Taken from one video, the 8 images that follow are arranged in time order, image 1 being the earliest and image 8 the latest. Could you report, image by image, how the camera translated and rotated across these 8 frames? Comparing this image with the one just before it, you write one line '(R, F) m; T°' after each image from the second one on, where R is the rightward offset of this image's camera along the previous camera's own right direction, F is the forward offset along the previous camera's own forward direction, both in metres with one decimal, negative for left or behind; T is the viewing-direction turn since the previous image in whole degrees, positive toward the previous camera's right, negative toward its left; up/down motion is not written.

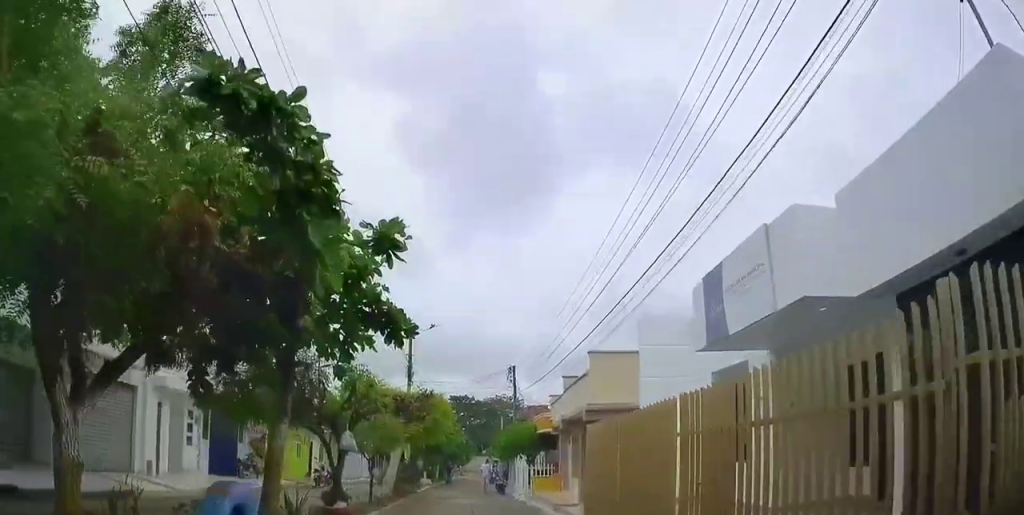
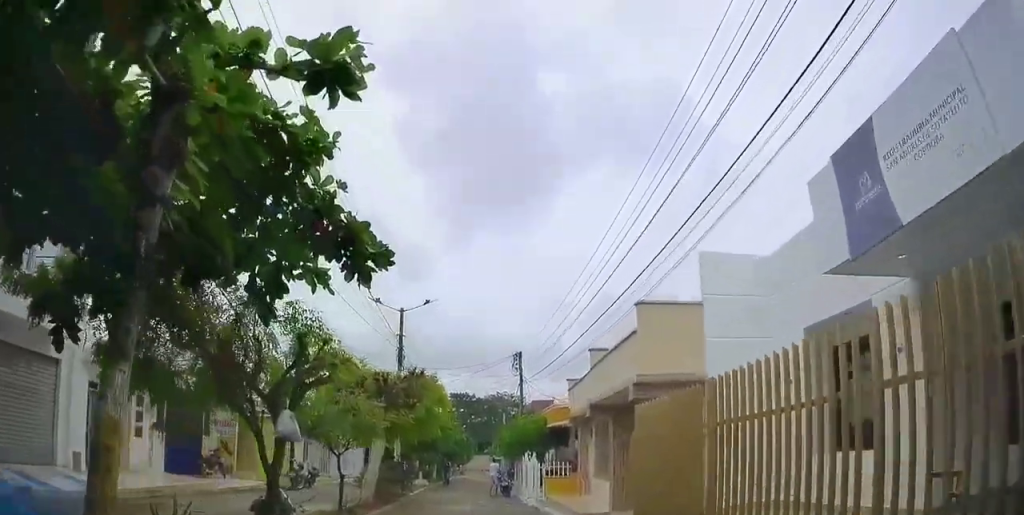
(-0.3, +3.4) m; 0°
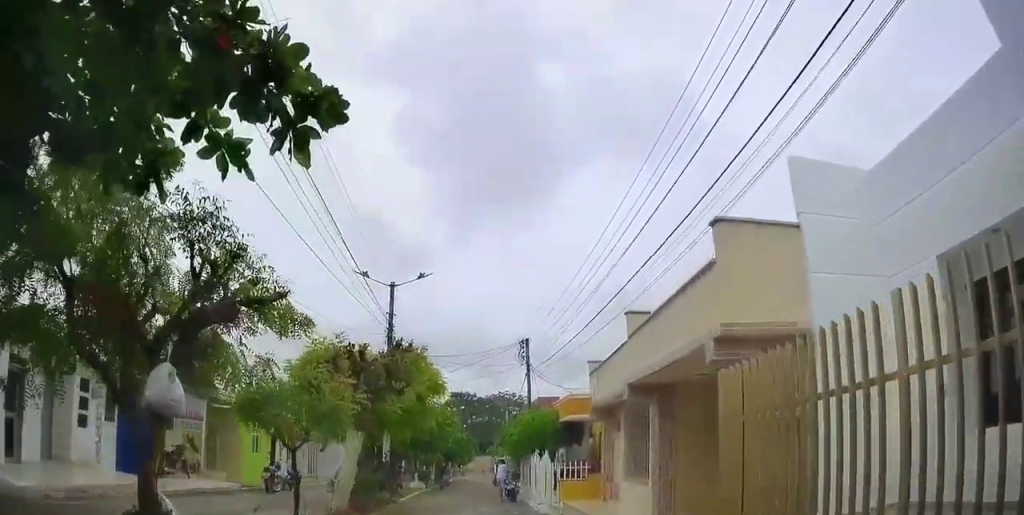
(0.0, +2.9) m; +1°
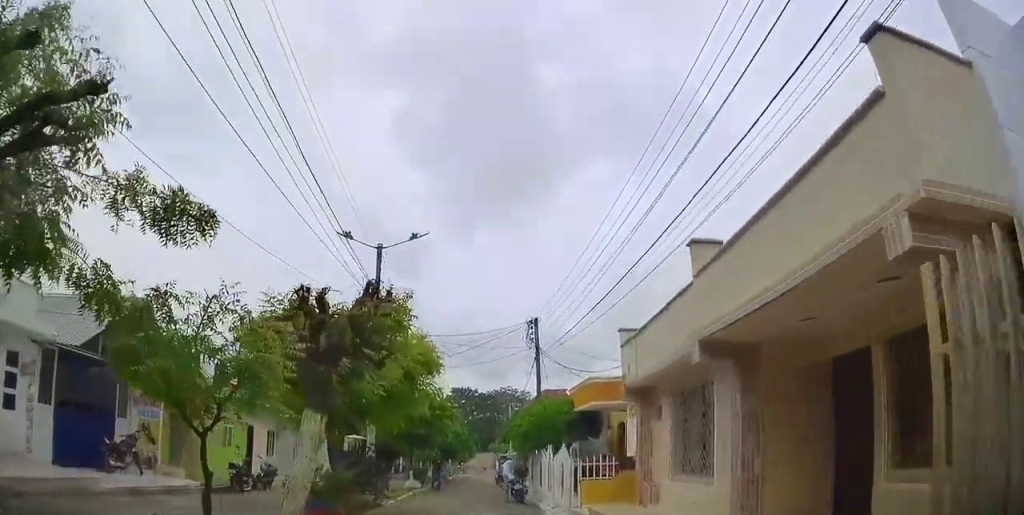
(+0.2, +2.9) m; +2°
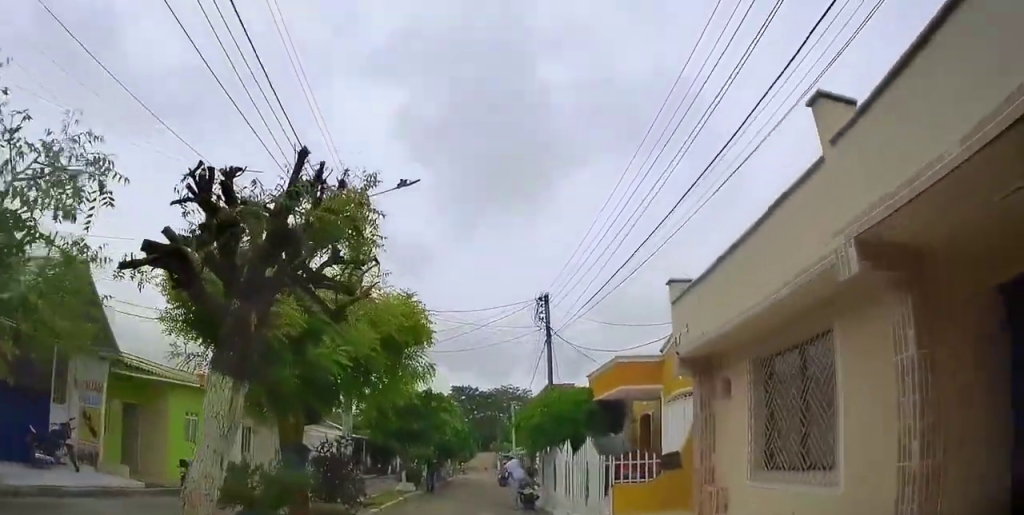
(+0.1, +2.9) m; +1°
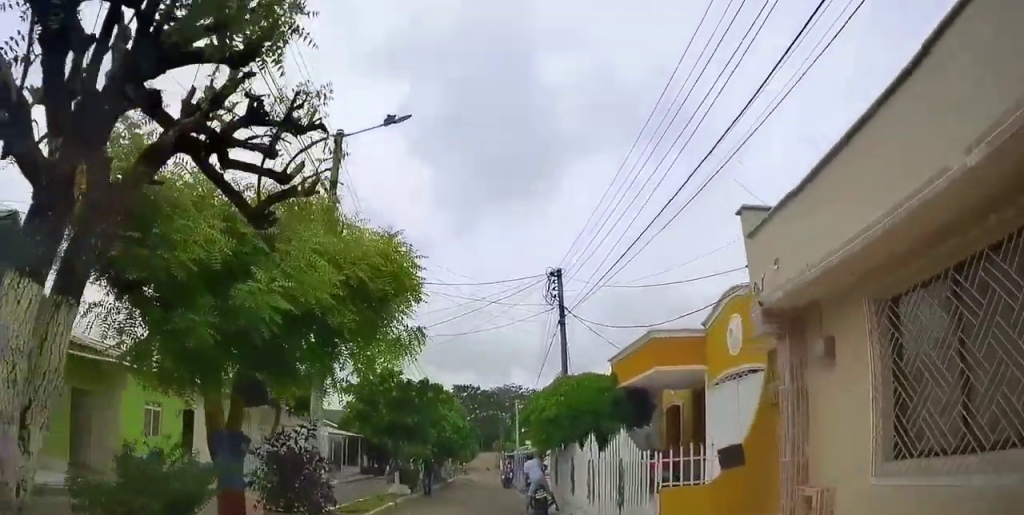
(0.0, +2.5) m; 0°
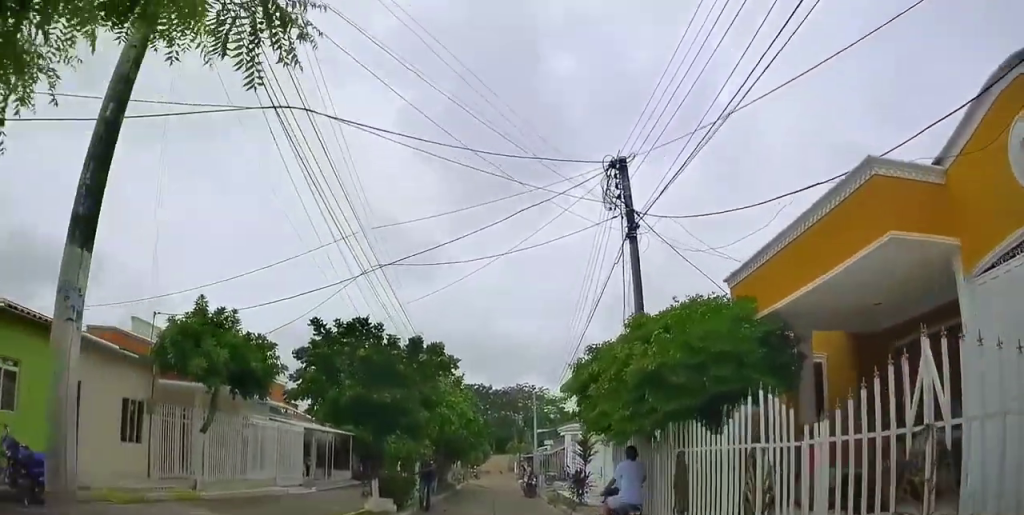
(0.0, +7.4) m; -3°
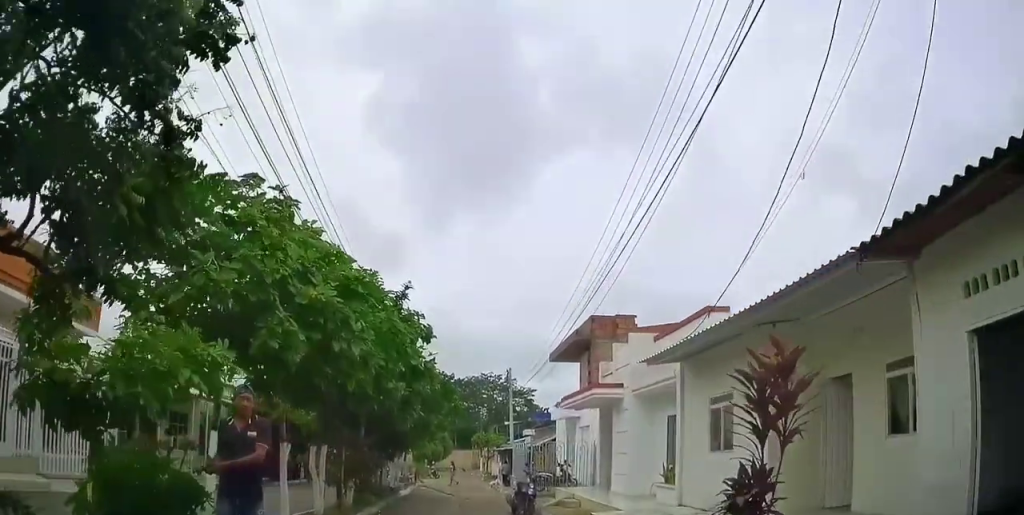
(-0.2, +12.6) m; 0°
